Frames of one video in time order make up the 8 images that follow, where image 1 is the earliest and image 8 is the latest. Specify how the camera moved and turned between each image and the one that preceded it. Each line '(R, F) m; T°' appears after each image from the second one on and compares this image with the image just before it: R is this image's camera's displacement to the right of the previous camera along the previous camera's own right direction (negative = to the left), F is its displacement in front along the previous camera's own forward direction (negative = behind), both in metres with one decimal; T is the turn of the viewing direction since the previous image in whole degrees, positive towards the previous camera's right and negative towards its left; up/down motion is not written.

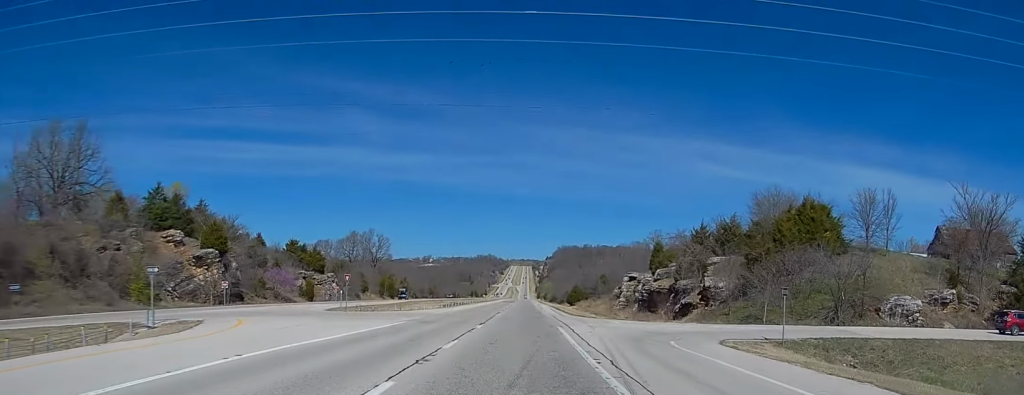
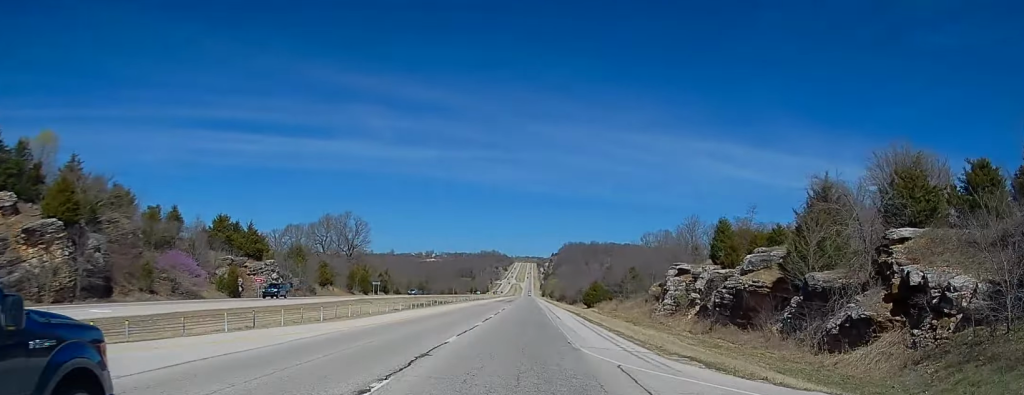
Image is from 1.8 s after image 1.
(+0.4, +46.5) m; +1°
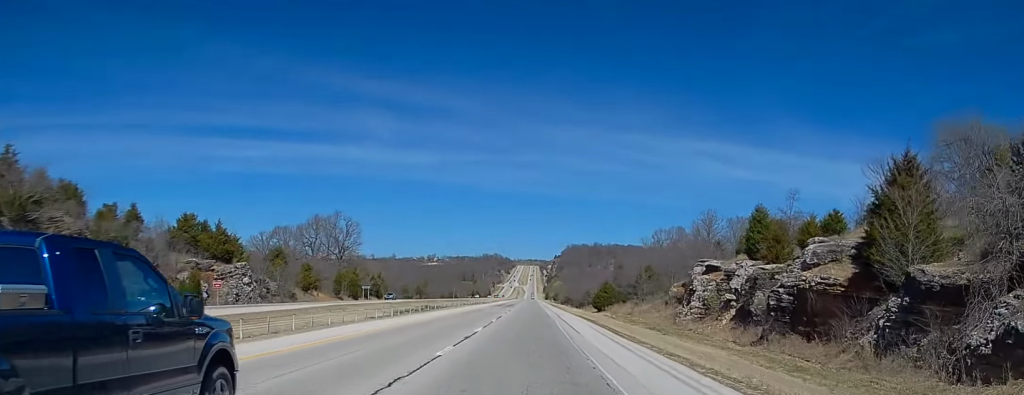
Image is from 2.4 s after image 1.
(0.0, +15.7) m; 0°
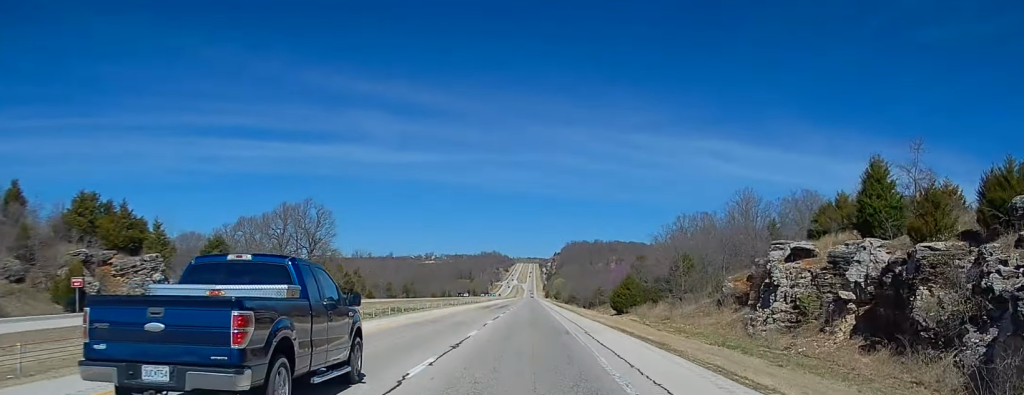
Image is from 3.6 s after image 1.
(-0.1, +30.9) m; -2°
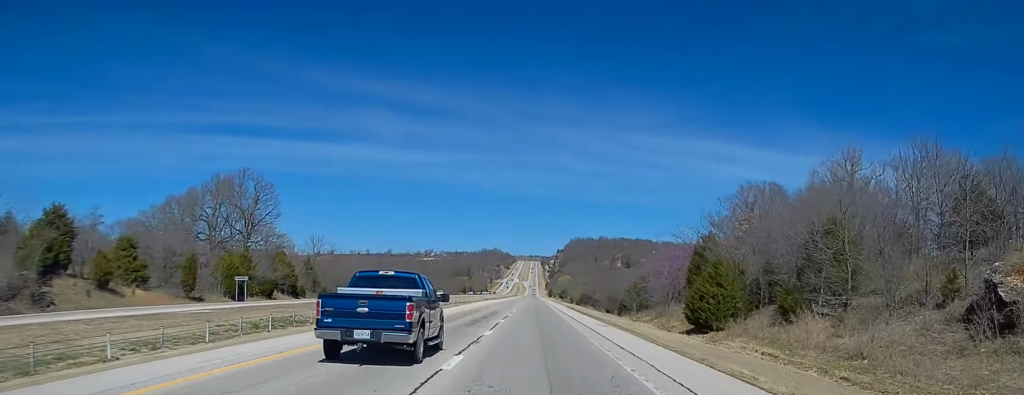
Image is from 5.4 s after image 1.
(0.0, +48.0) m; +1°
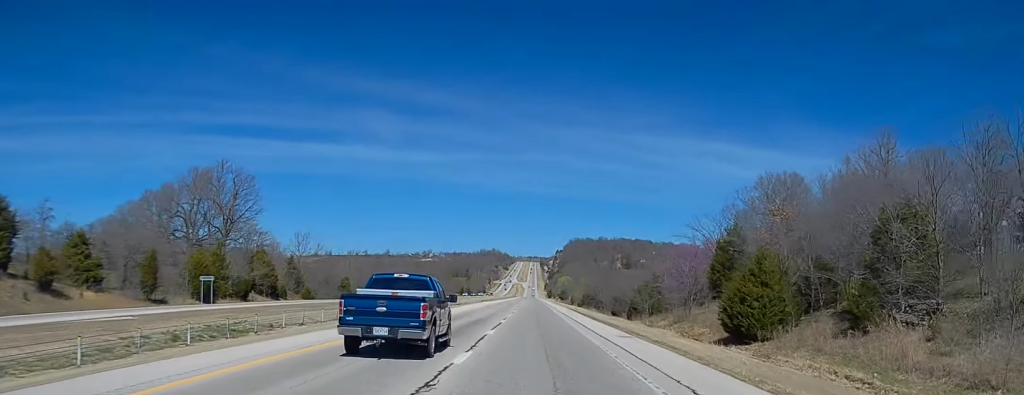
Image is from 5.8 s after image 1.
(0.0, +10.7) m; 0°
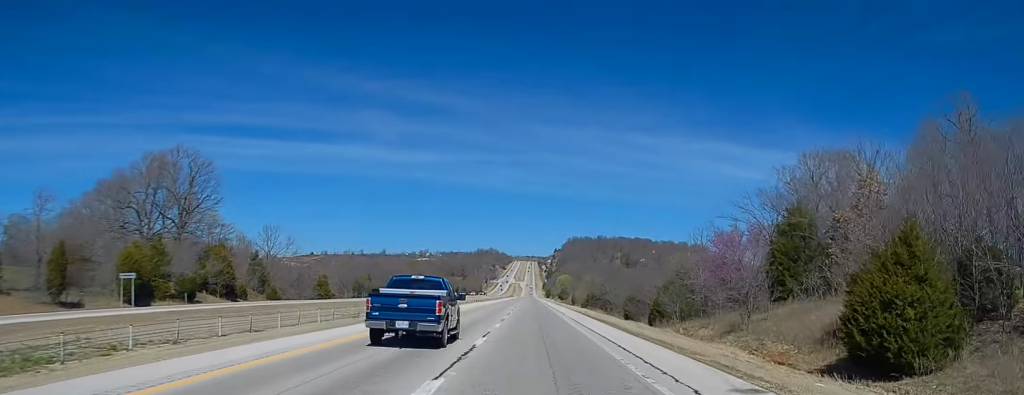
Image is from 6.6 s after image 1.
(0.0, +18.5) m; -1°
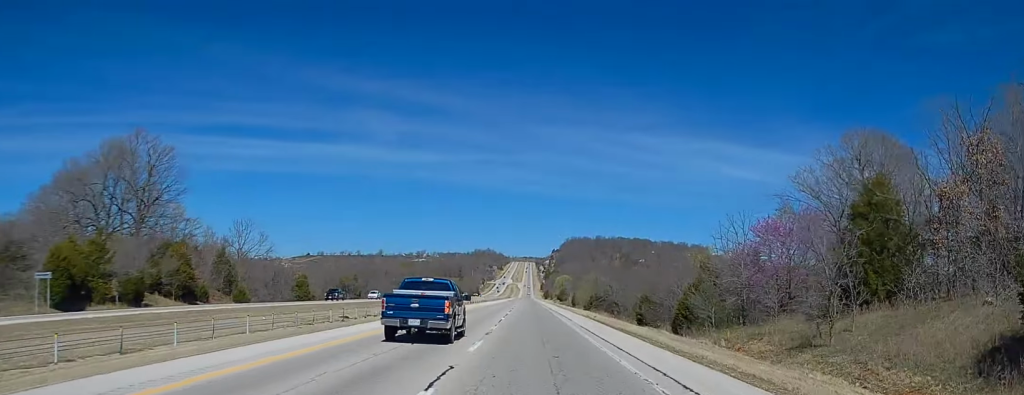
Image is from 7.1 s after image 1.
(-0.3, +13.8) m; 0°
